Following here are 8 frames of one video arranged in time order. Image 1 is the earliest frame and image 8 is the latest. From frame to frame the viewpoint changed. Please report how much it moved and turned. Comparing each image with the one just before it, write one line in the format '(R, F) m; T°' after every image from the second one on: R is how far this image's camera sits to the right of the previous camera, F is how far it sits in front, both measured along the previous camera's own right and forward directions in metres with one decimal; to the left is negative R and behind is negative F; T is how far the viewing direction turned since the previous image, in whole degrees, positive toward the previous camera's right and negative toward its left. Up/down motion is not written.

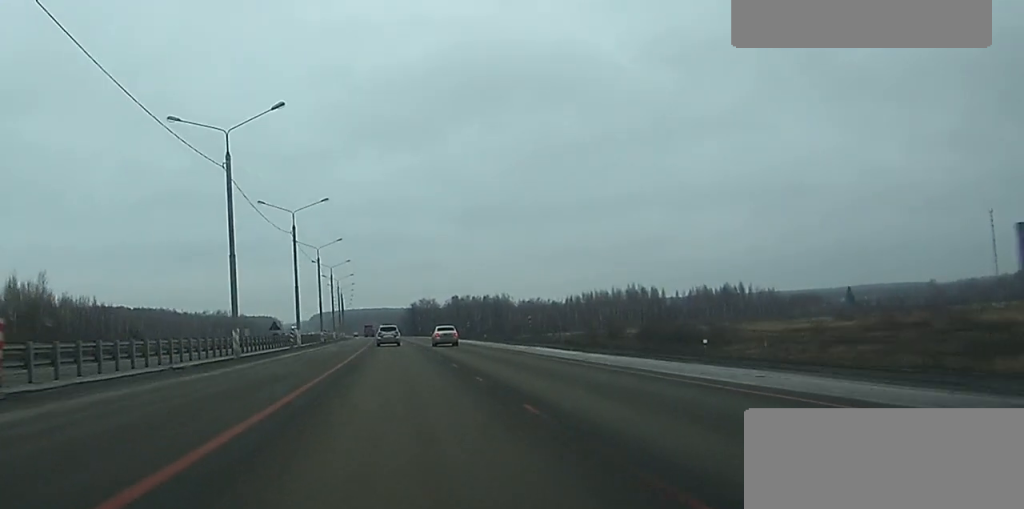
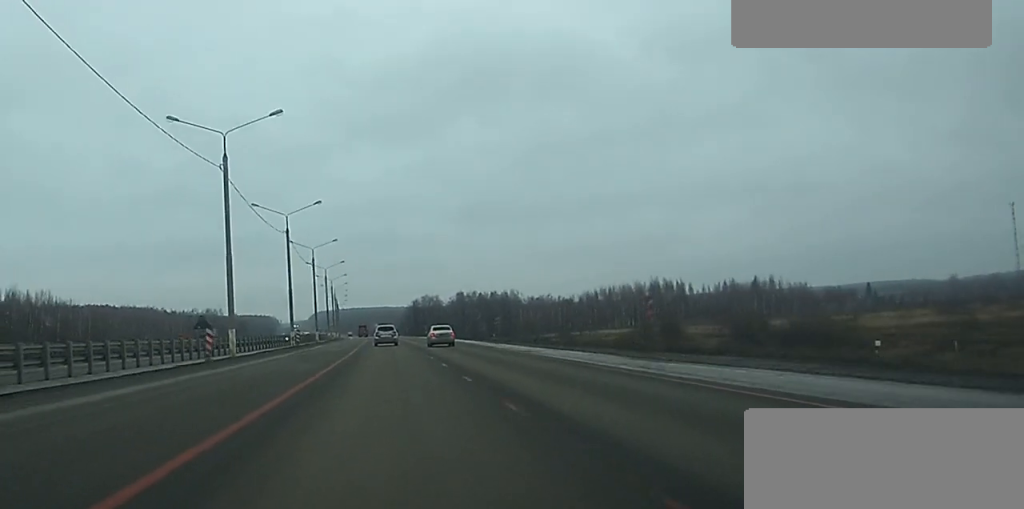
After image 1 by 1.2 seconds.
(-0.9, +32.7) m; -1°
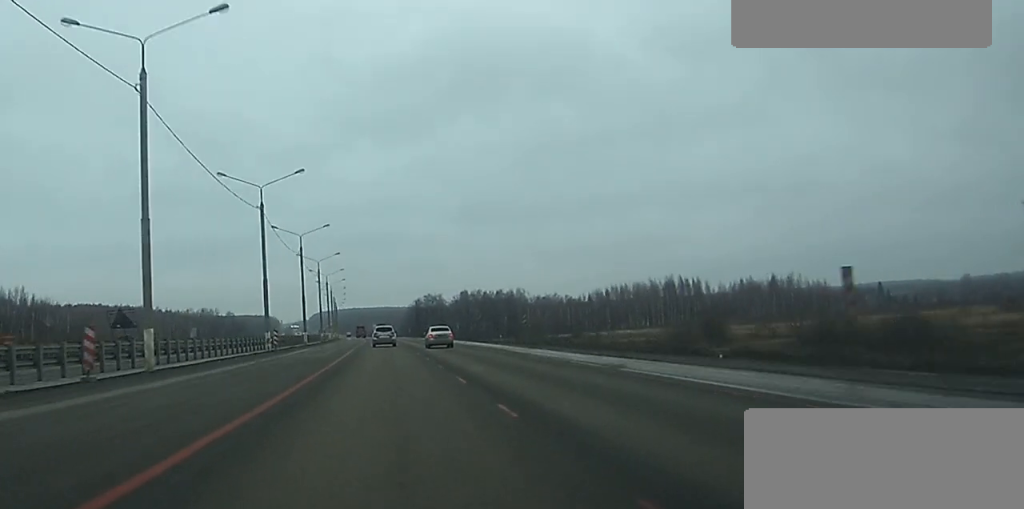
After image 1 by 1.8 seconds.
(+0.2, +18.1) m; +1°
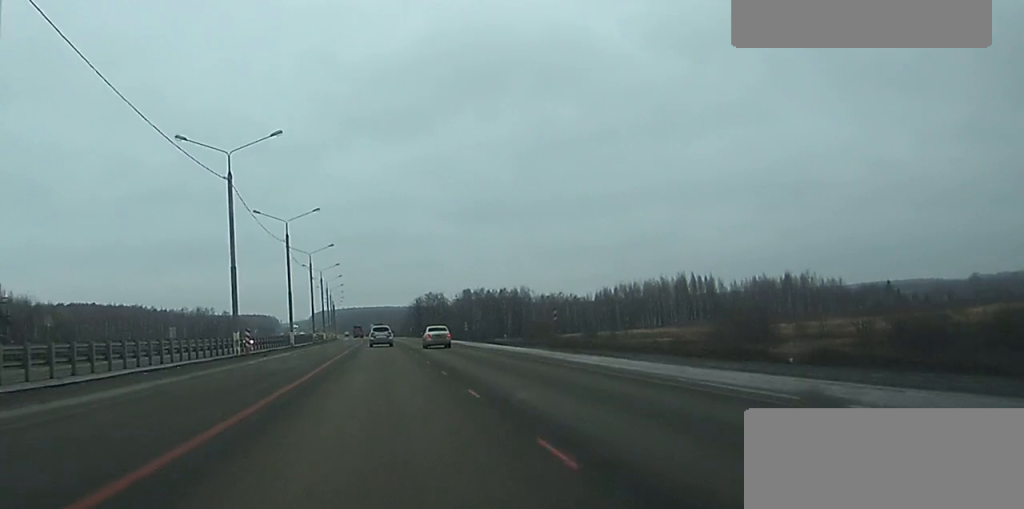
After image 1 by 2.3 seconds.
(-0.1, +13.7) m; 0°
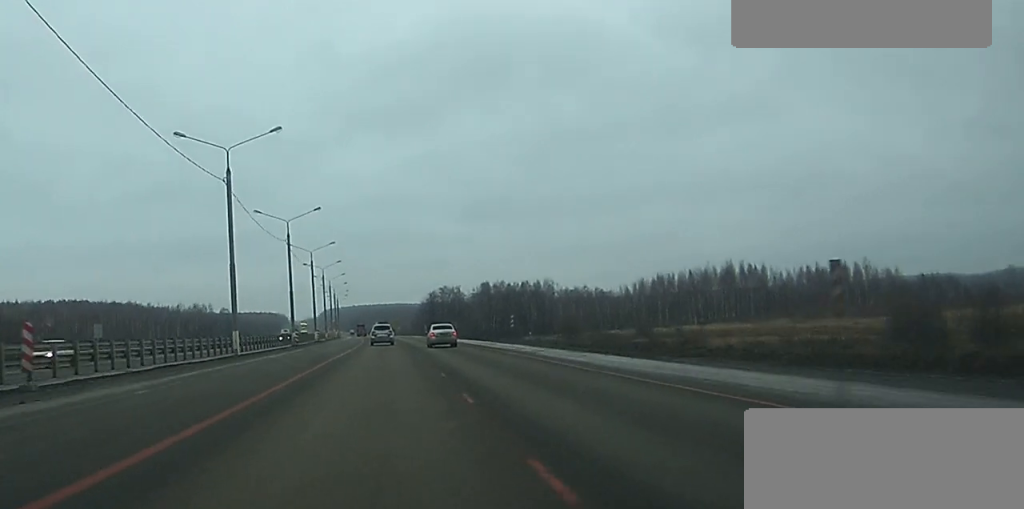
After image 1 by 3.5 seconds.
(+0.3, +35.7) m; -1°
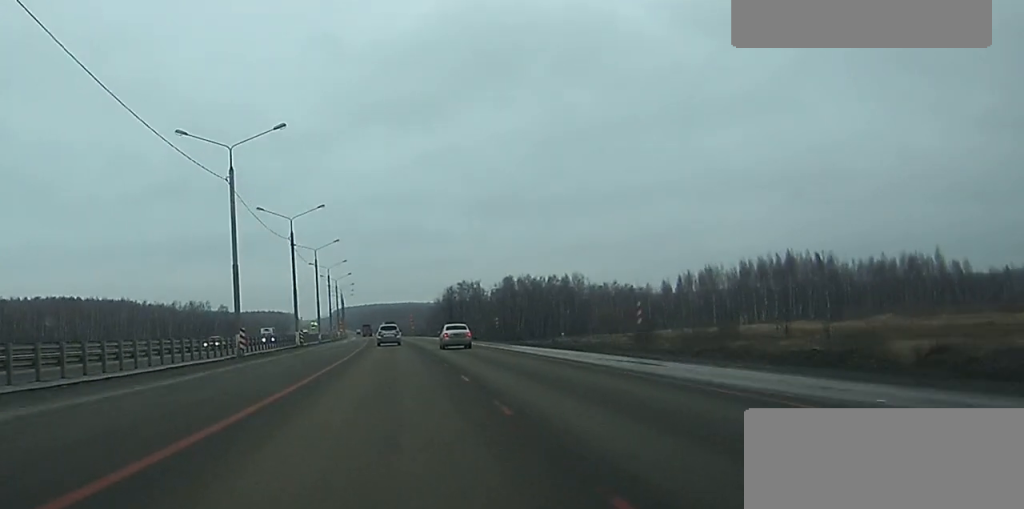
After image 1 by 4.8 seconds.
(-1.2, +37.6) m; -2°
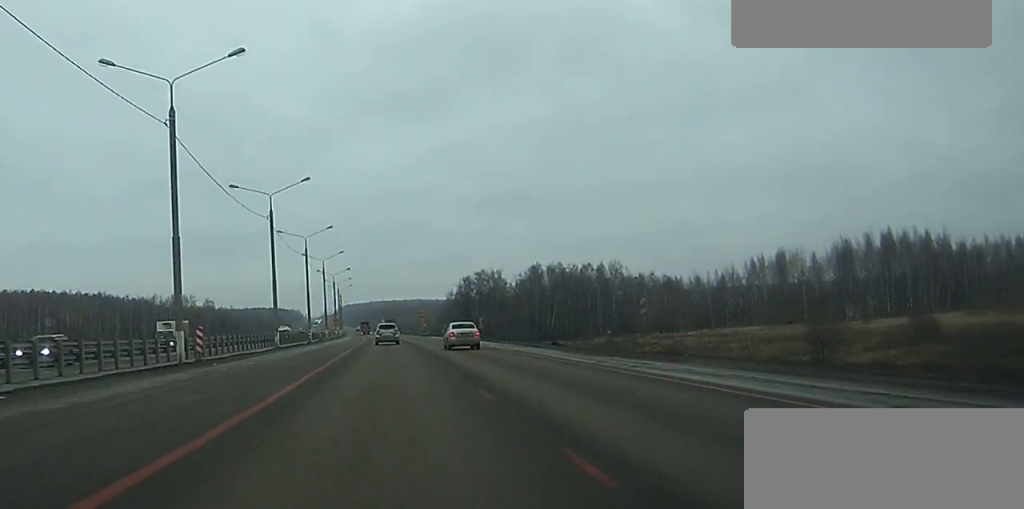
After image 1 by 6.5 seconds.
(+0.5, +50.1) m; 0°
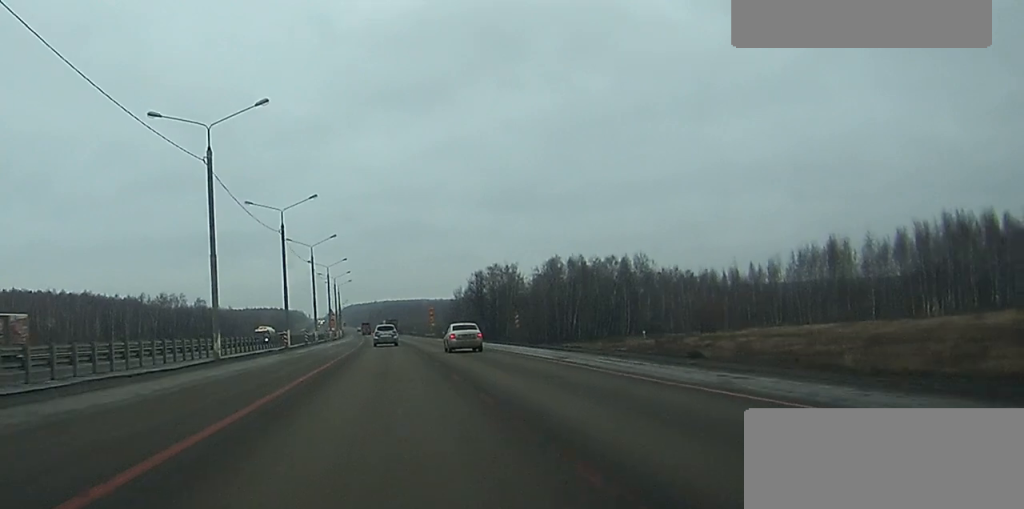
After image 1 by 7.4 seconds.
(0.0, +25.5) m; 0°
